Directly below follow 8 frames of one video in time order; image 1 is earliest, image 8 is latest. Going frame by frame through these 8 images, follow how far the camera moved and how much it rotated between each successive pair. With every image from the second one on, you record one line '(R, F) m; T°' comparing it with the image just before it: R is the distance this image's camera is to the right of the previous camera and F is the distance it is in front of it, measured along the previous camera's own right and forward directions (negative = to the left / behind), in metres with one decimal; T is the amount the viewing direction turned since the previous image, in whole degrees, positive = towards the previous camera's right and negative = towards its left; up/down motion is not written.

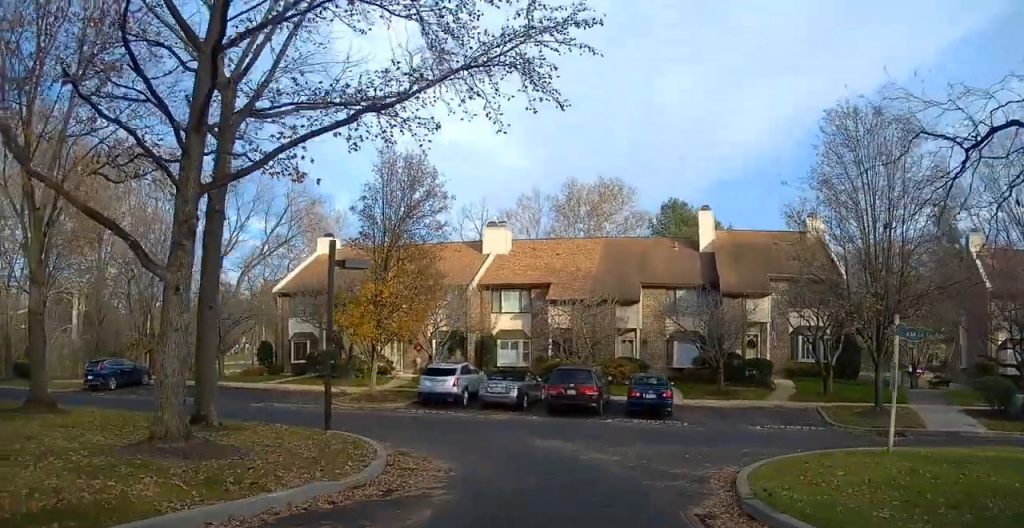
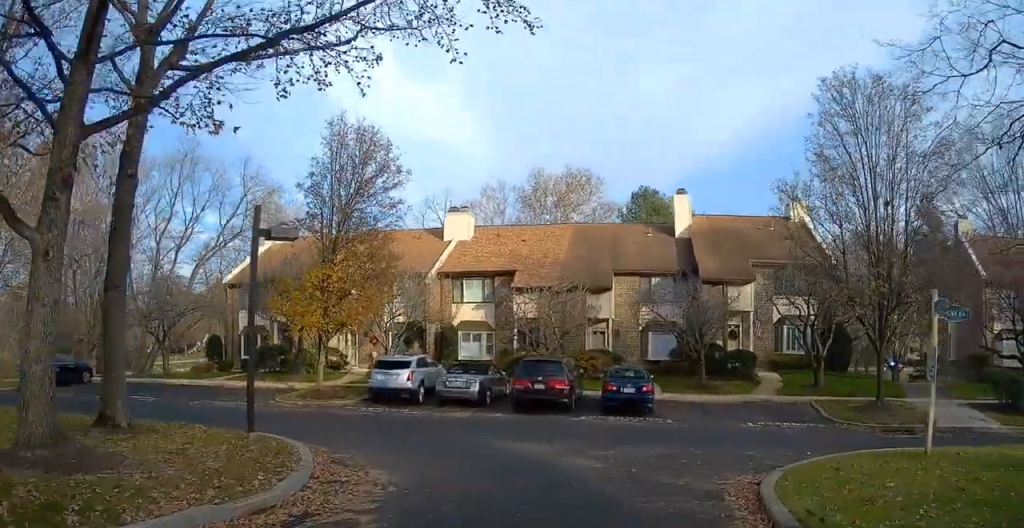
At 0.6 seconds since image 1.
(+0.1, +2.6) m; +4°
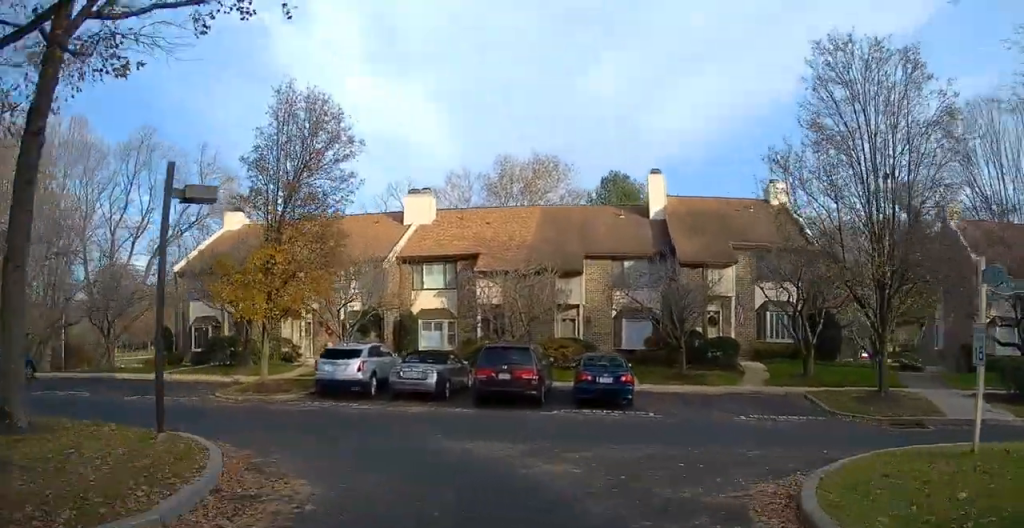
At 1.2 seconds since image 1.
(+0.1, +2.3) m; +1°
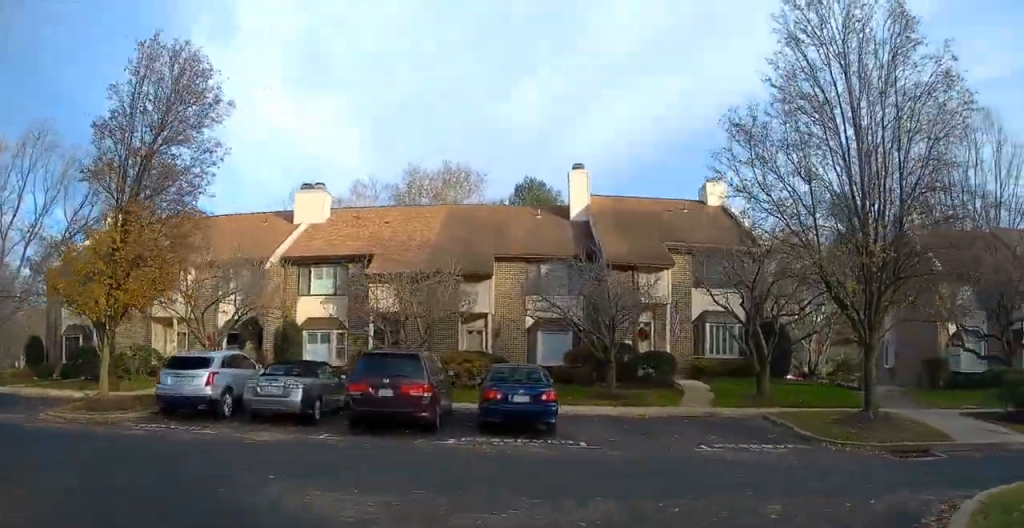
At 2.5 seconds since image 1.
(0.0, +4.8) m; +7°
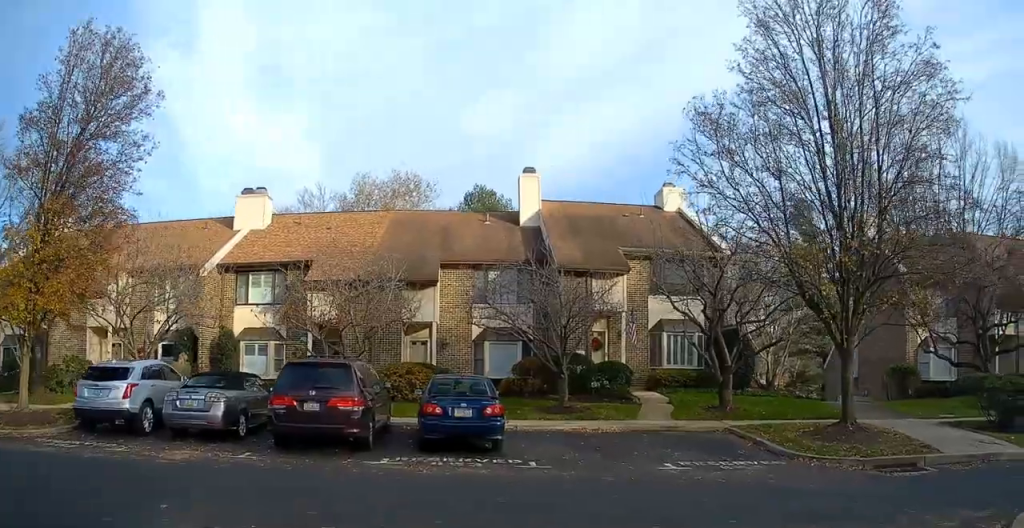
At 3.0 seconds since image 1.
(+0.2, +1.7) m; +6°
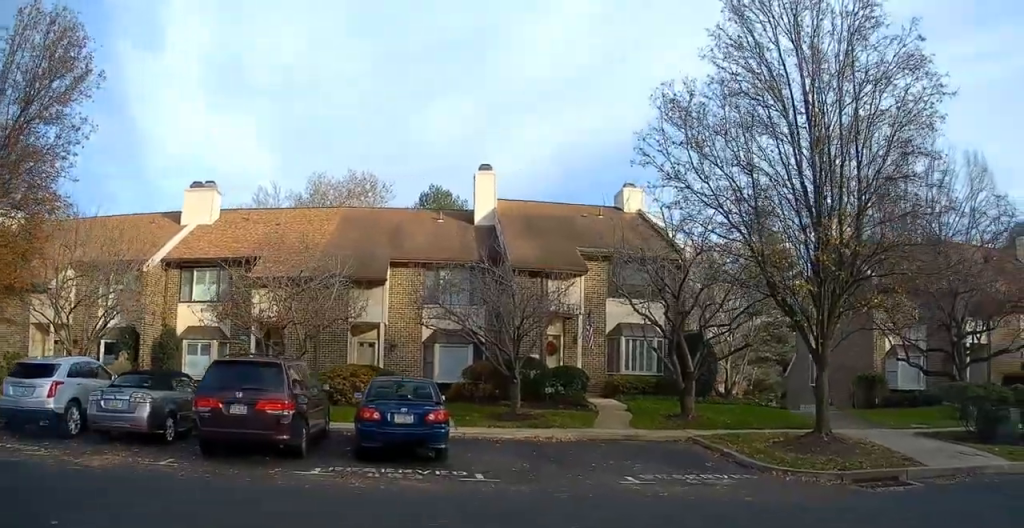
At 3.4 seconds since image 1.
(0.0, +1.4) m; +5°
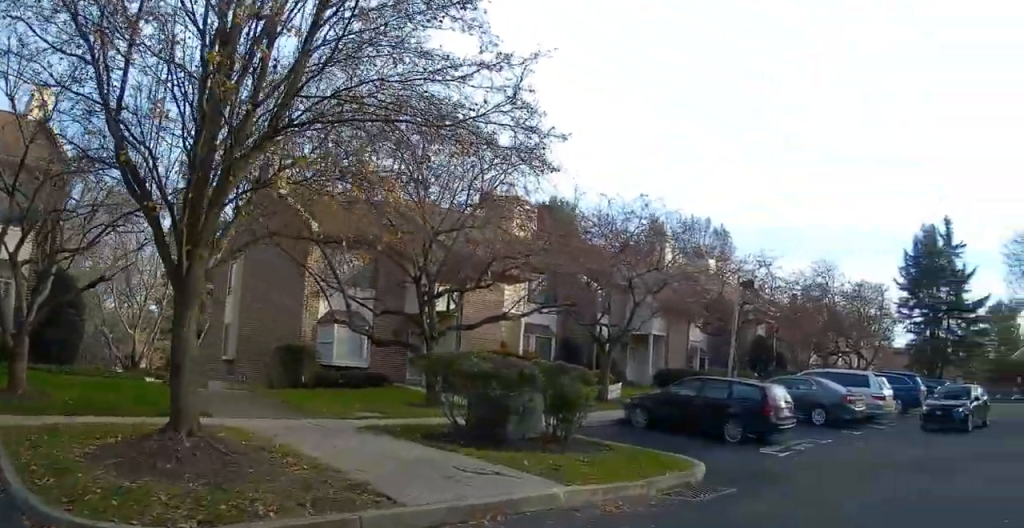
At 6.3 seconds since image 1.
(+3.0, +7.3) m; +43°
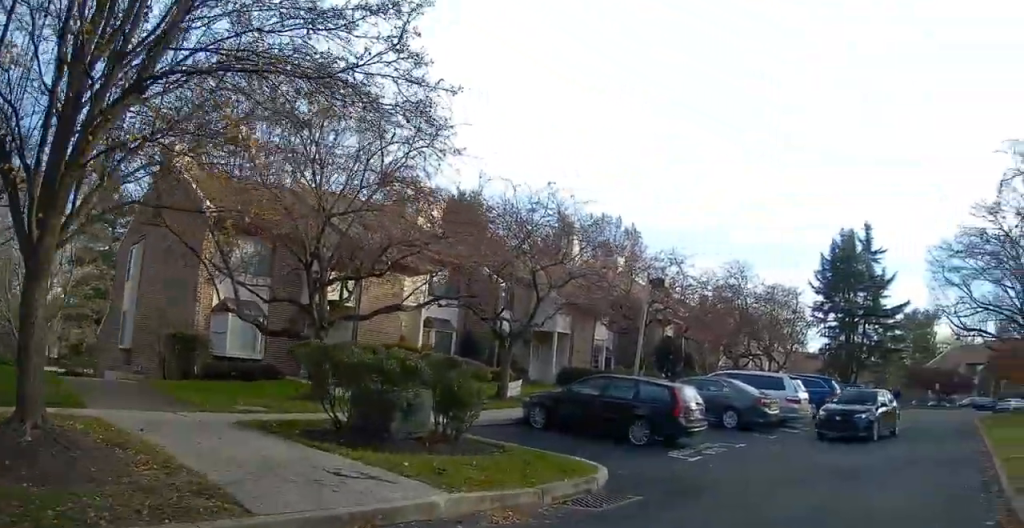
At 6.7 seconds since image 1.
(+0.2, +1.1) m; +10°
